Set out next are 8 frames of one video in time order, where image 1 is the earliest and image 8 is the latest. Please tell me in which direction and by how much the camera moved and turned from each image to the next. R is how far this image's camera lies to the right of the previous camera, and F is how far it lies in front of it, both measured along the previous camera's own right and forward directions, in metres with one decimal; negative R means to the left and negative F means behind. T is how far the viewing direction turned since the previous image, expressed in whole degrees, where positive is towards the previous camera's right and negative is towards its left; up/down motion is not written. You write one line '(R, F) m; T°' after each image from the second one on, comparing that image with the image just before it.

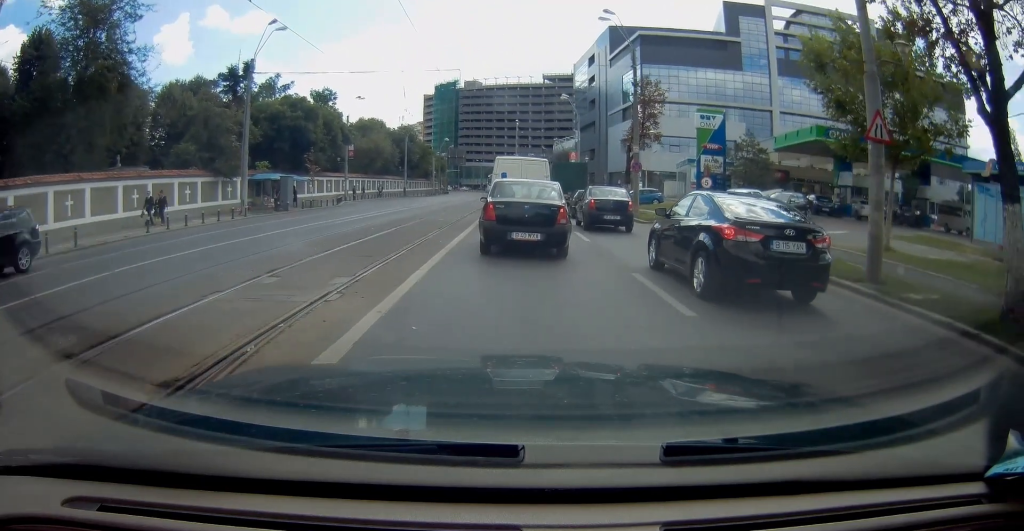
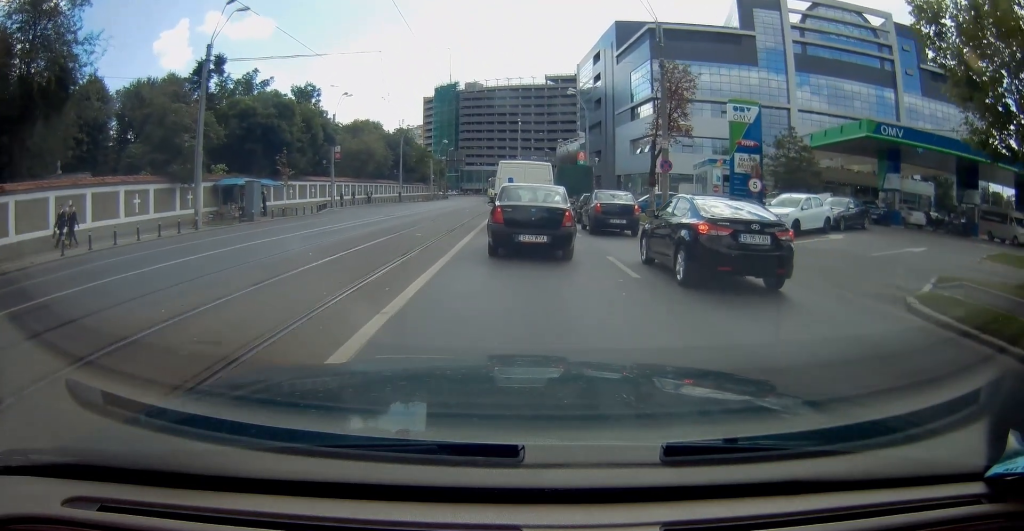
(+0.2, +5.8) m; -1°
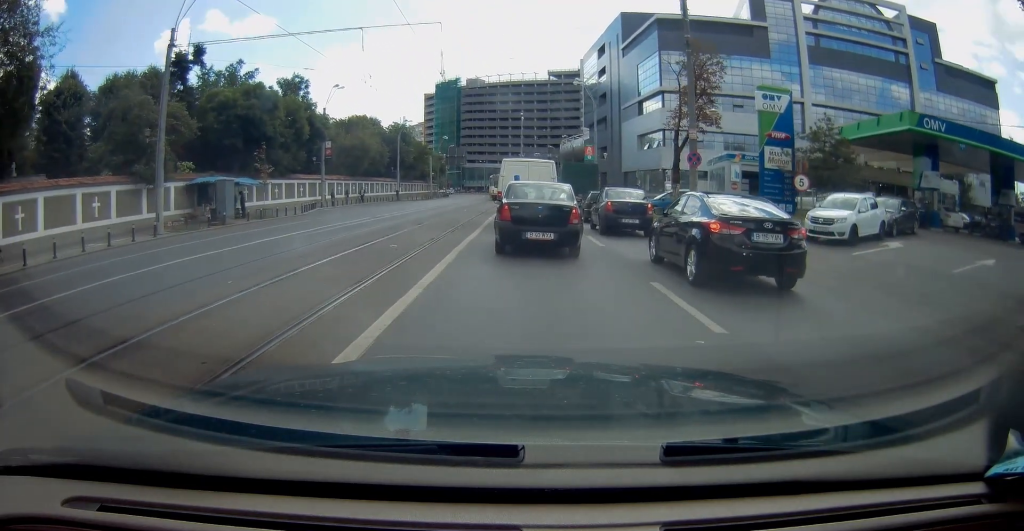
(-0.2, +3.9) m; -3°
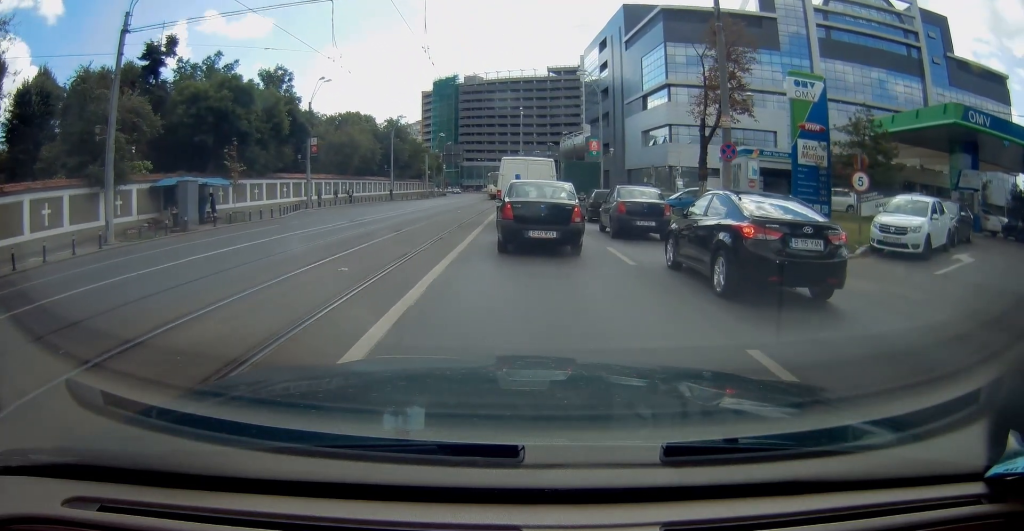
(0.0, +4.0) m; -3°
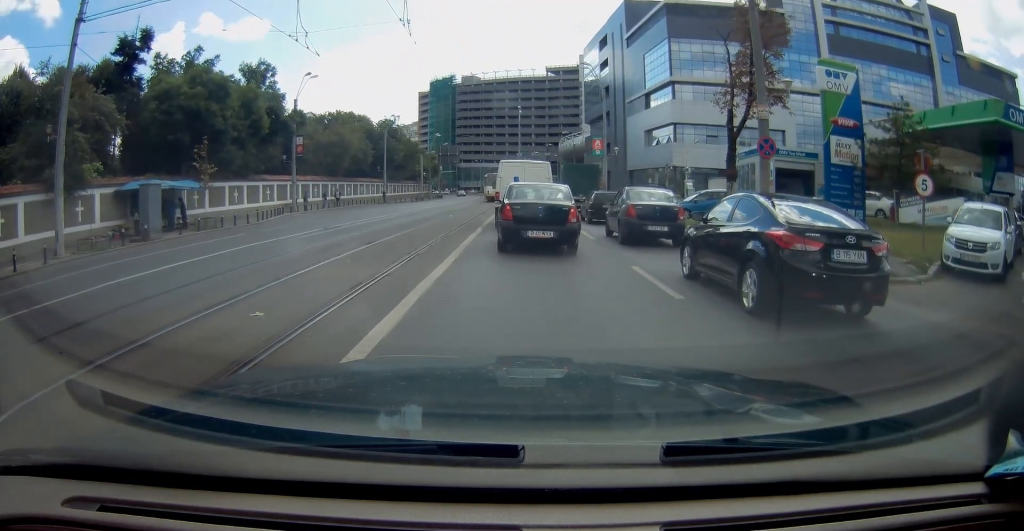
(-0.2, +3.6) m; 0°
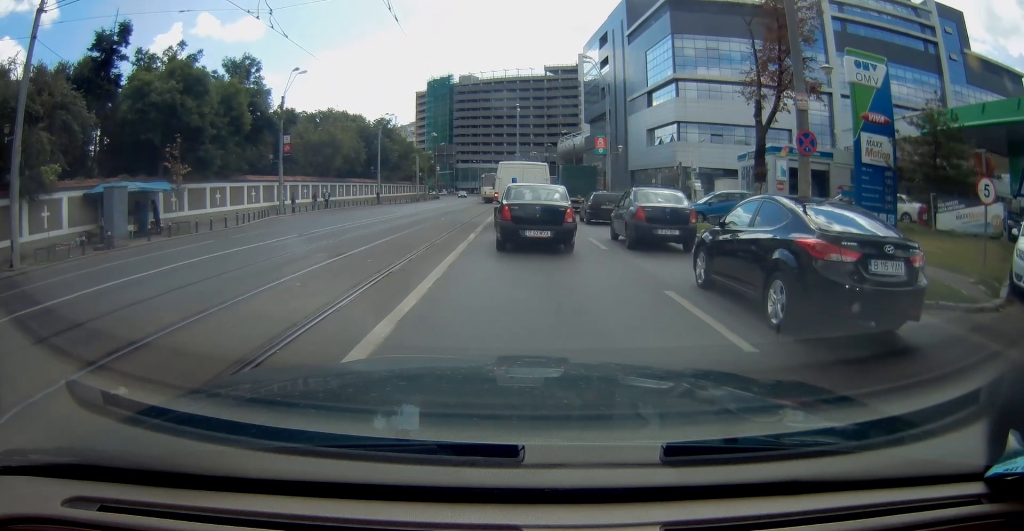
(+0.1, +2.6) m; +2°
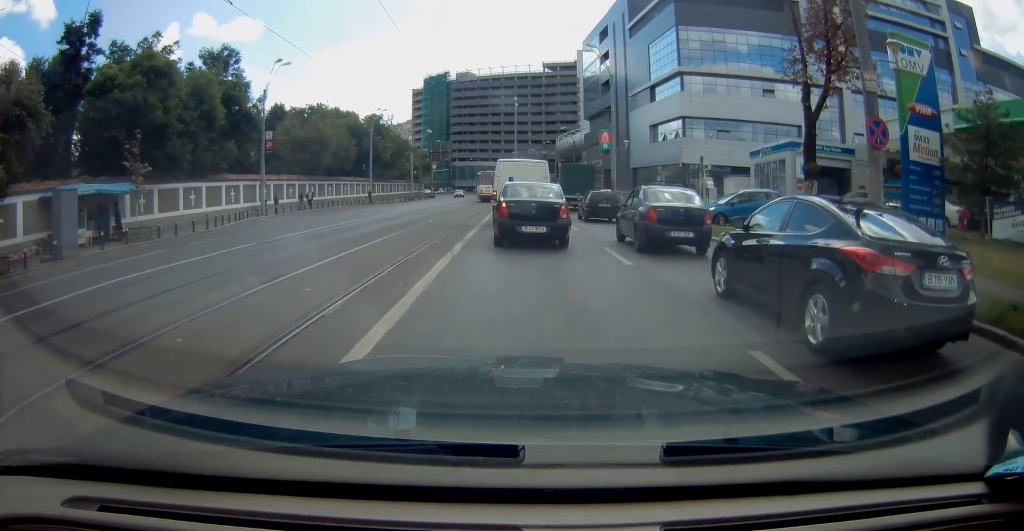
(+0.1, +3.1) m; +1°
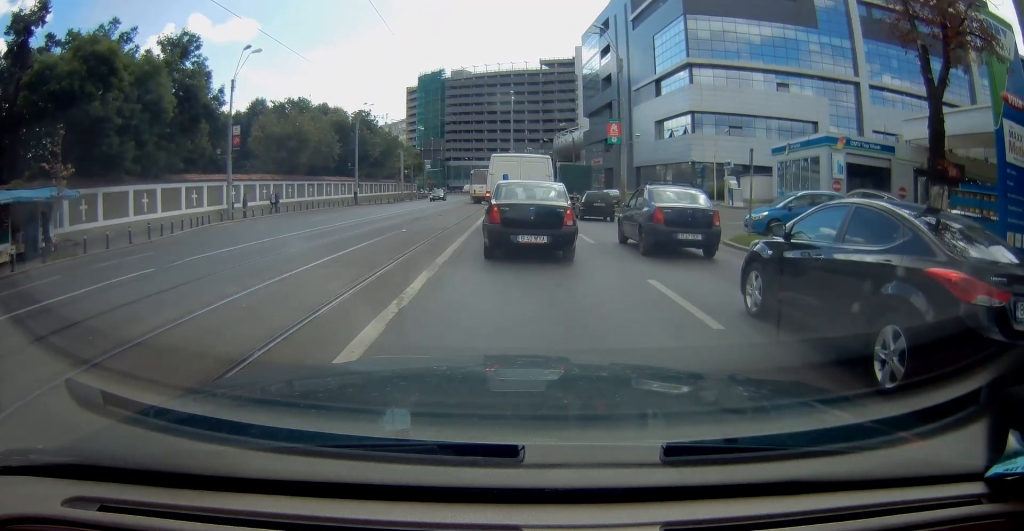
(+0.1, +4.7) m; +3°
